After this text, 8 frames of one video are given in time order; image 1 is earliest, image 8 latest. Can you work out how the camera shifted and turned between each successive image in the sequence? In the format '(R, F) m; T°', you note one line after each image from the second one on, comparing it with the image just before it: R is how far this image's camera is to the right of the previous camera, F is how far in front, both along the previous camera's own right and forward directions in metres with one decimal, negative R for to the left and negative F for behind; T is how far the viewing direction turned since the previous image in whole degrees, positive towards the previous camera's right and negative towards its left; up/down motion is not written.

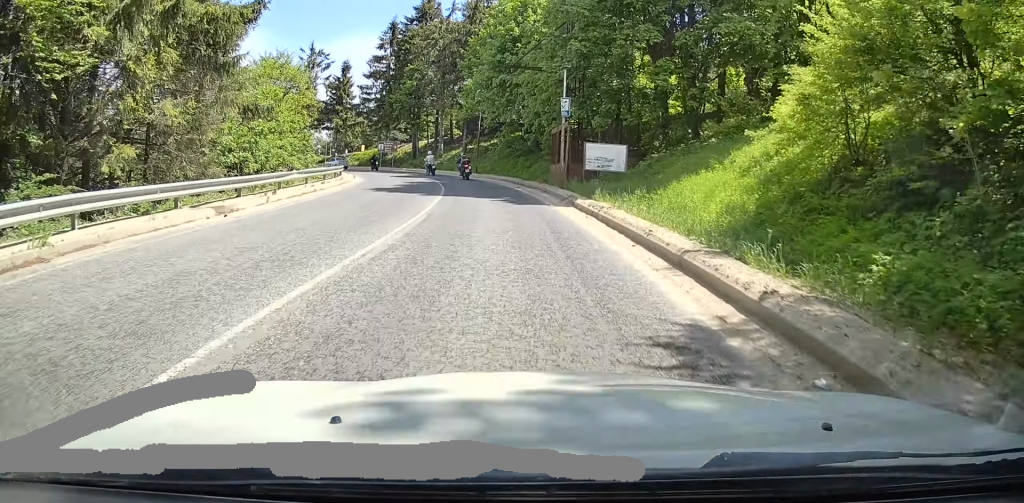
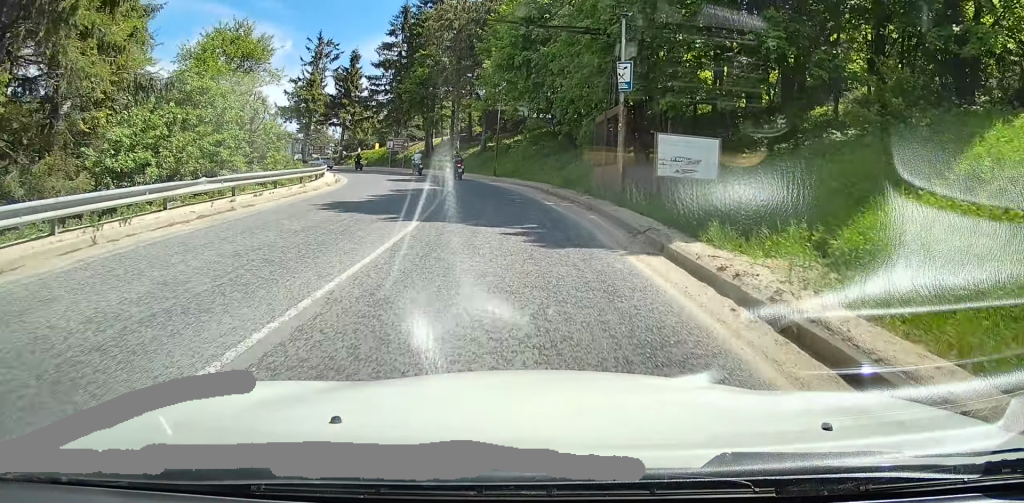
(+0.1, +9.3) m; -4°
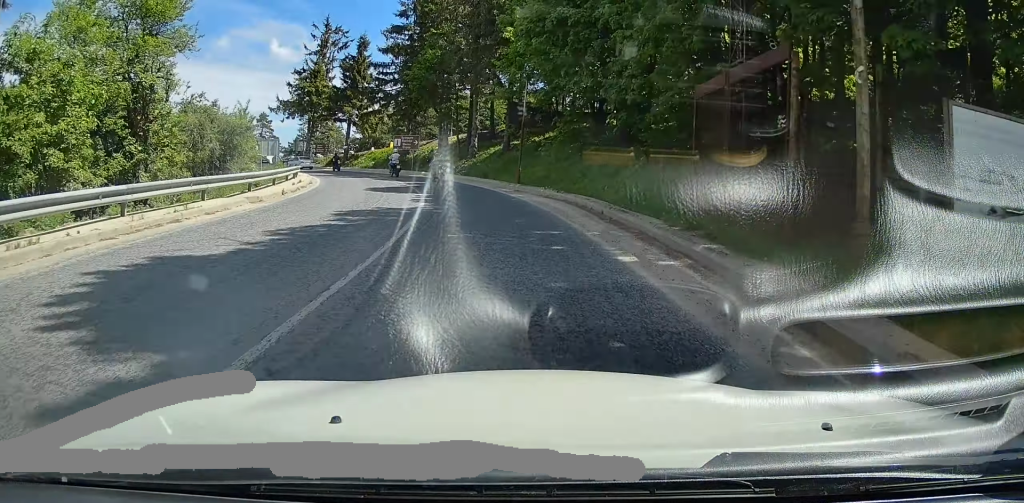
(-0.8, +10.6) m; -4°
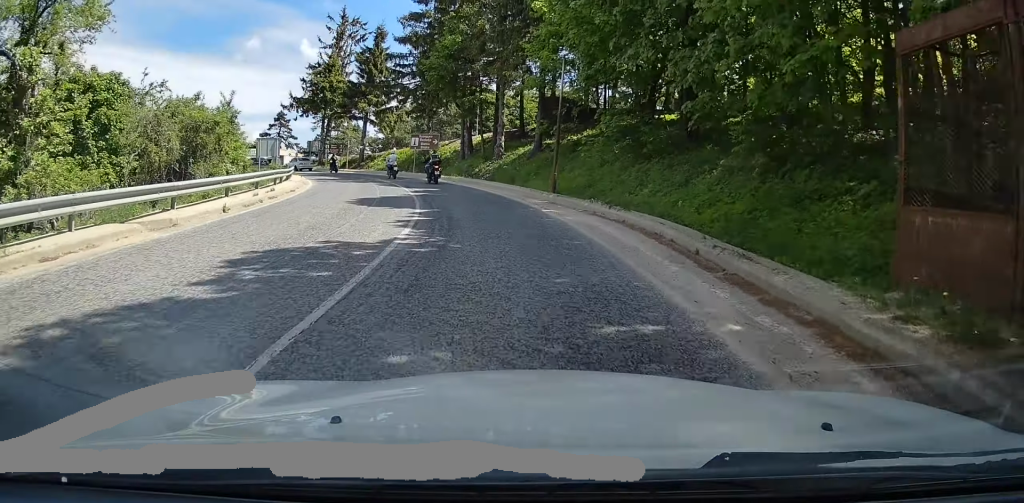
(-0.3, +6.7) m; -3°
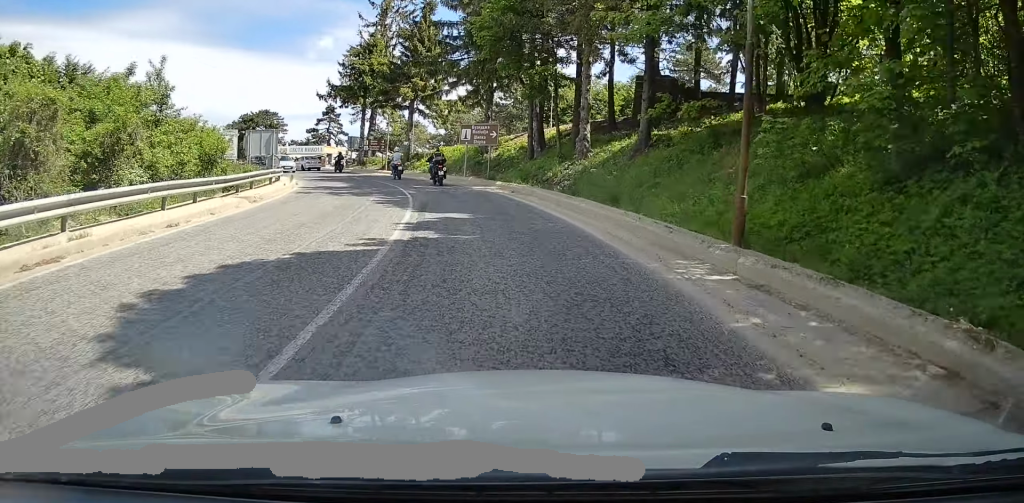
(0.0, +13.7) m; -5°
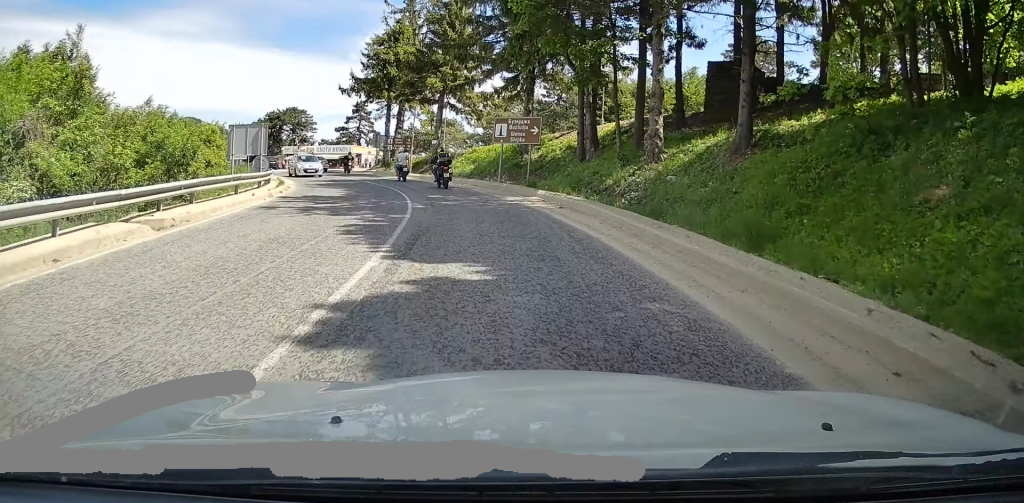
(-0.6, +7.0) m; -5°
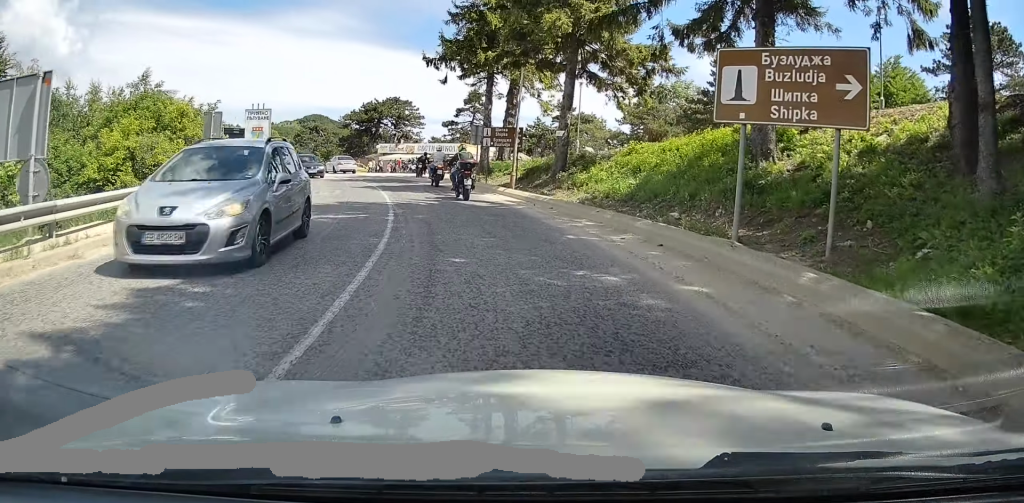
(-2.1, +20.3) m; -11°
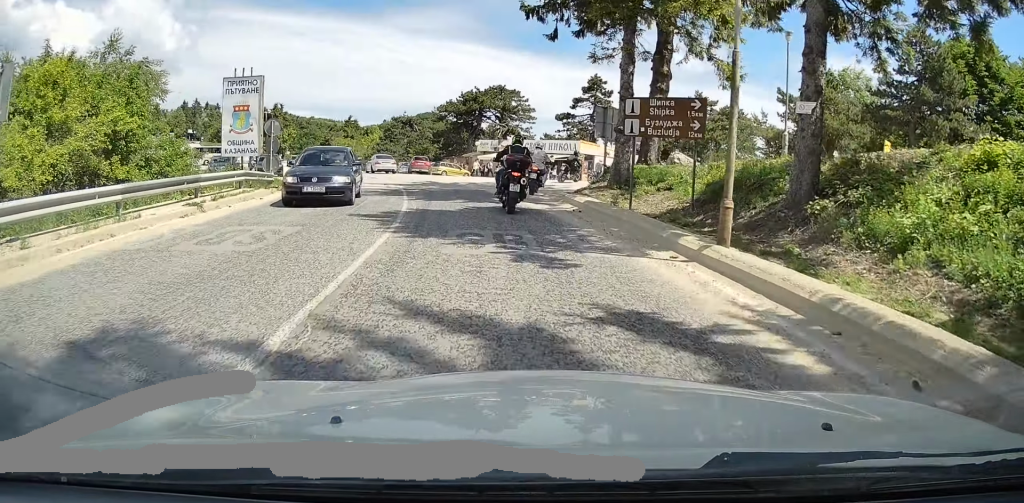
(-1.0, +14.2) m; -9°
